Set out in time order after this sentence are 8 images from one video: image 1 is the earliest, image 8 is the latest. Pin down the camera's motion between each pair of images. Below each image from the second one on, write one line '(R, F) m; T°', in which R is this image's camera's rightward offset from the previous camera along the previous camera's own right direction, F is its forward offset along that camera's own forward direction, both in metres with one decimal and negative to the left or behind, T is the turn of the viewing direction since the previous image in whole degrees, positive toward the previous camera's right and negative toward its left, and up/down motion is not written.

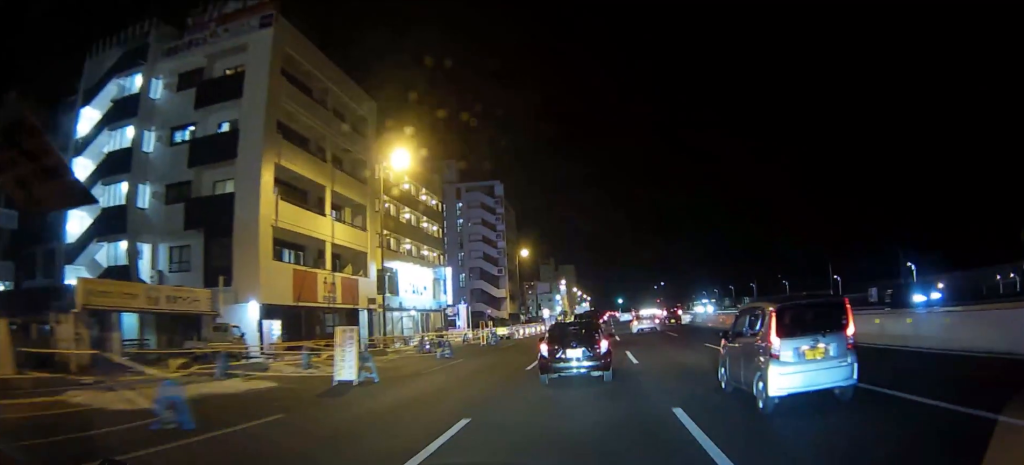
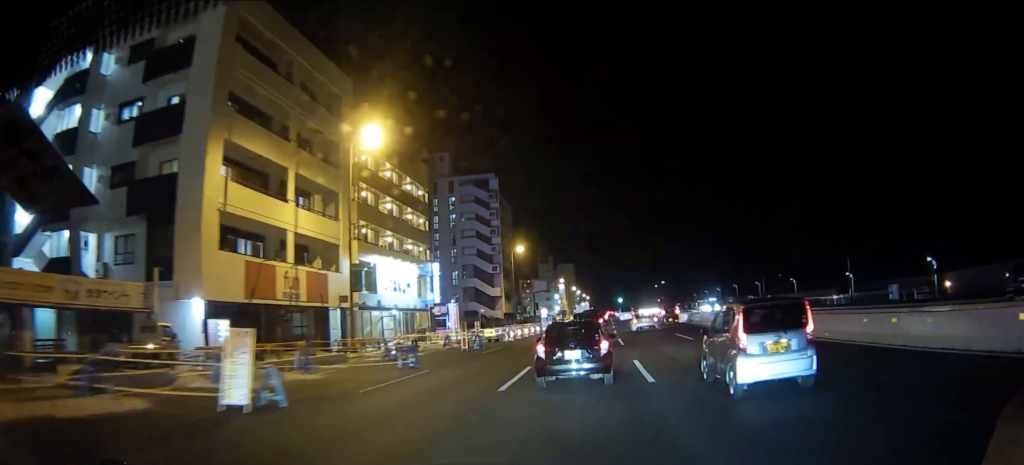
(0.0, +5.0) m; 0°
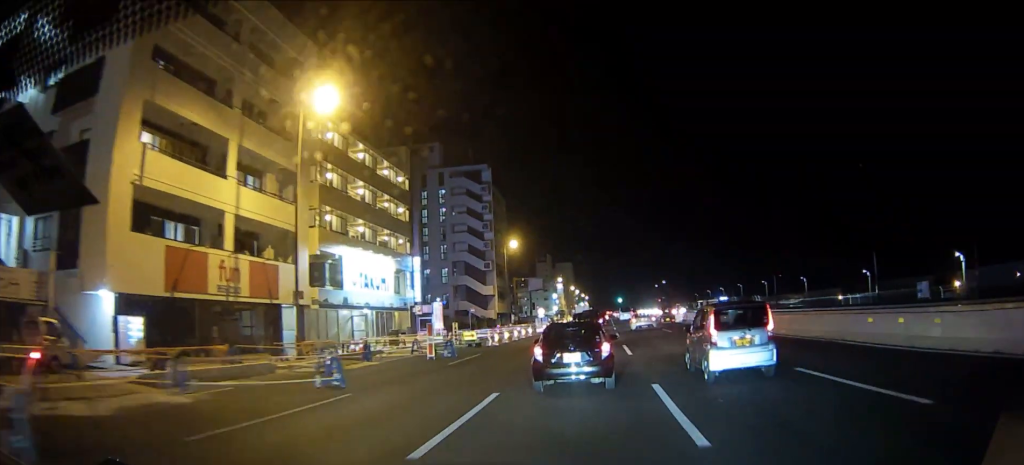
(0.0, +6.0) m; 0°
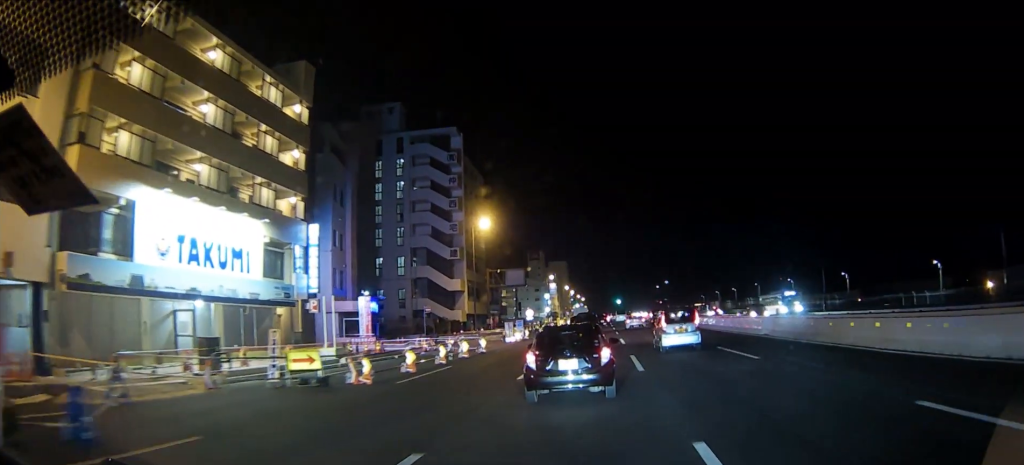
(-0.5, +20.4) m; -3°
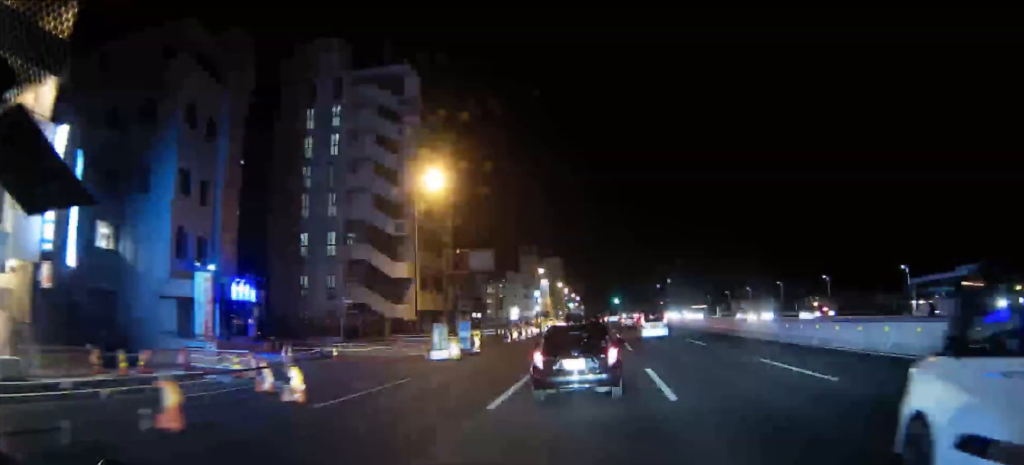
(+0.2, +19.9) m; +2°
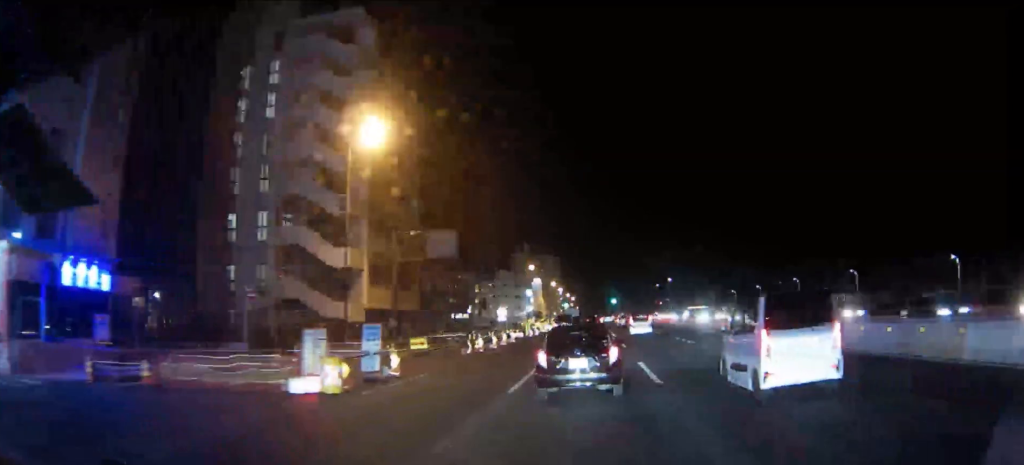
(+0.1, +11.9) m; +1°
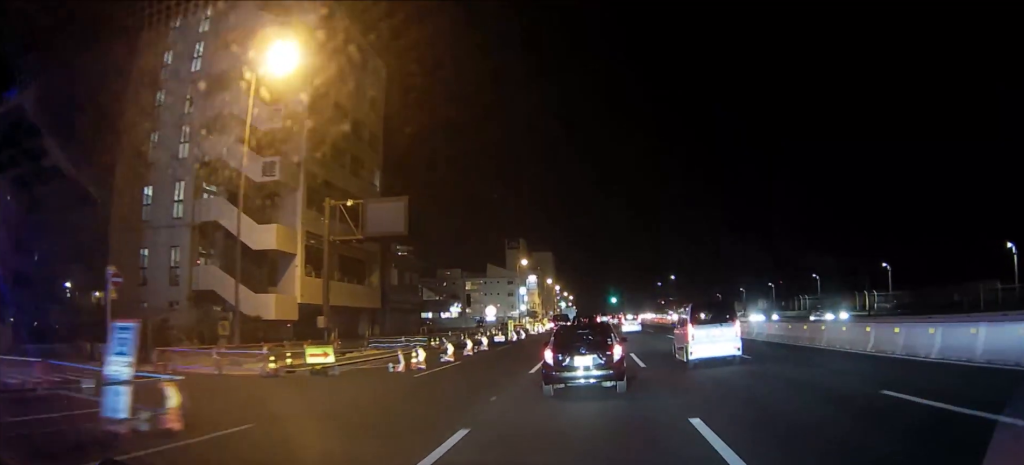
(0.0, +10.7) m; +1°
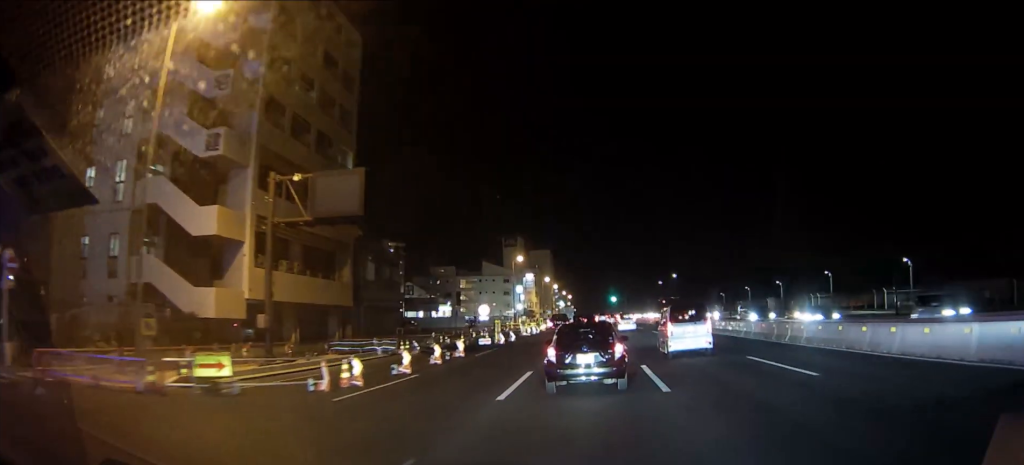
(-0.1, +5.6) m; +1°
